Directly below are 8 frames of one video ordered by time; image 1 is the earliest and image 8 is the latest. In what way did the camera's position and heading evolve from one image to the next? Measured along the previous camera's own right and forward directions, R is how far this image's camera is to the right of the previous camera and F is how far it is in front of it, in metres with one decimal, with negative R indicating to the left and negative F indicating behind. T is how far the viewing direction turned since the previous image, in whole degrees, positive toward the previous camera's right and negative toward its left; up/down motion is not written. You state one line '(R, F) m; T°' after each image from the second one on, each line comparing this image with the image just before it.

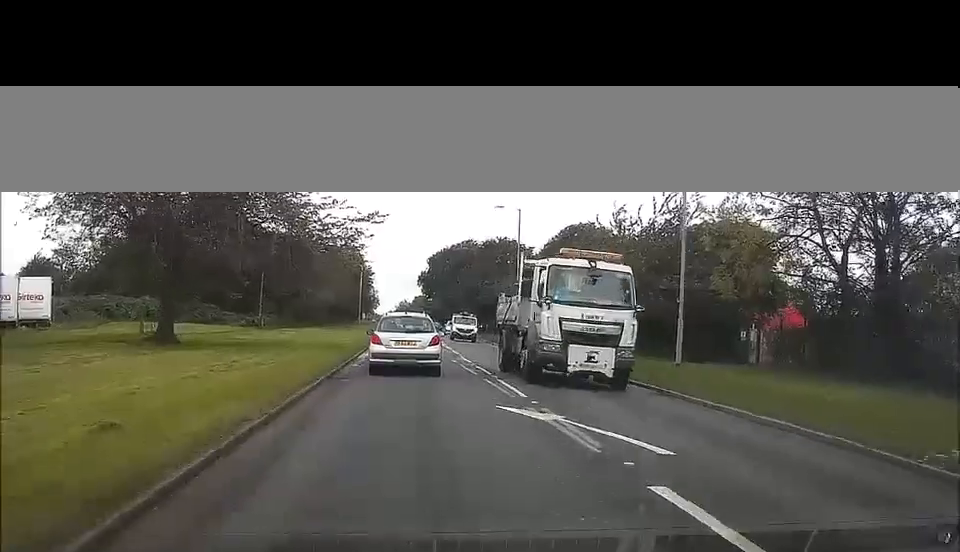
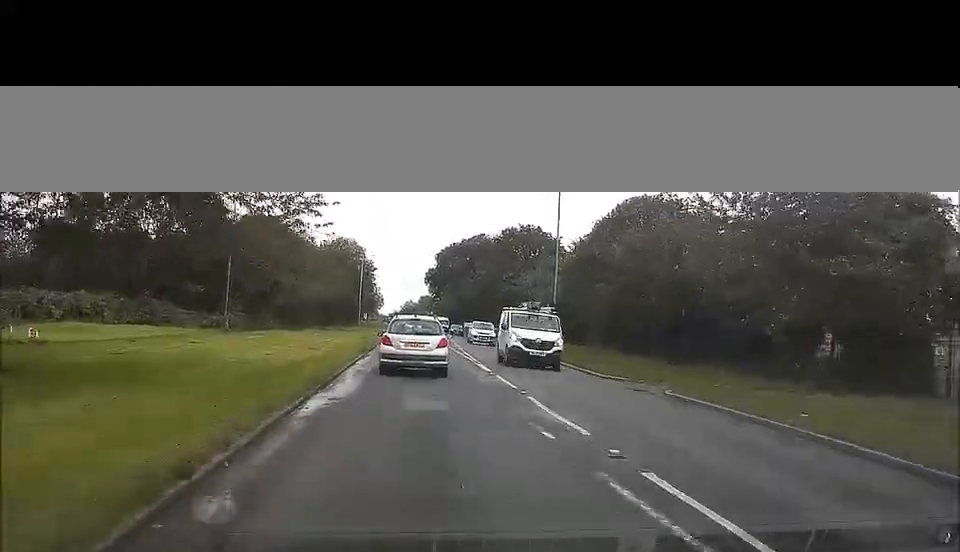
(-0.4, +16.9) m; -2°
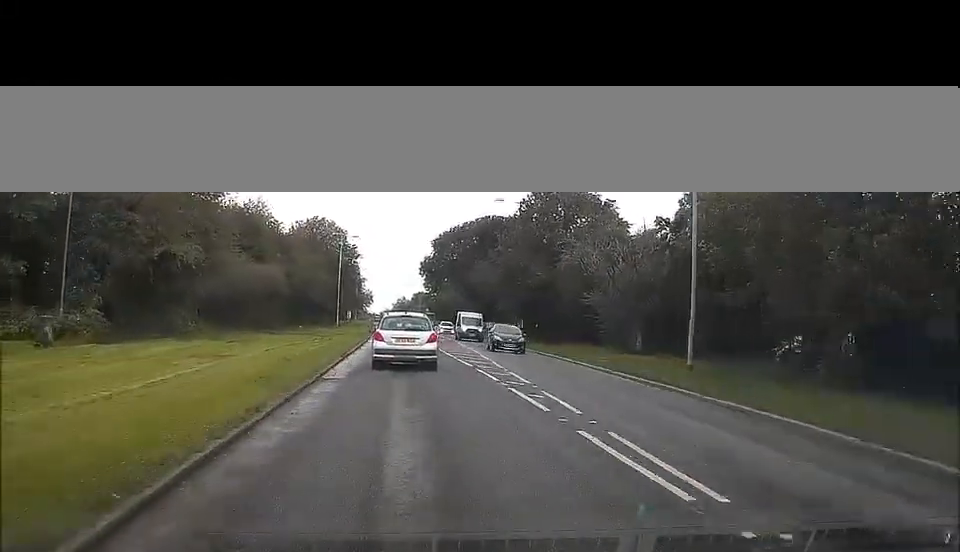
(+0.3, +28.6) m; +1°
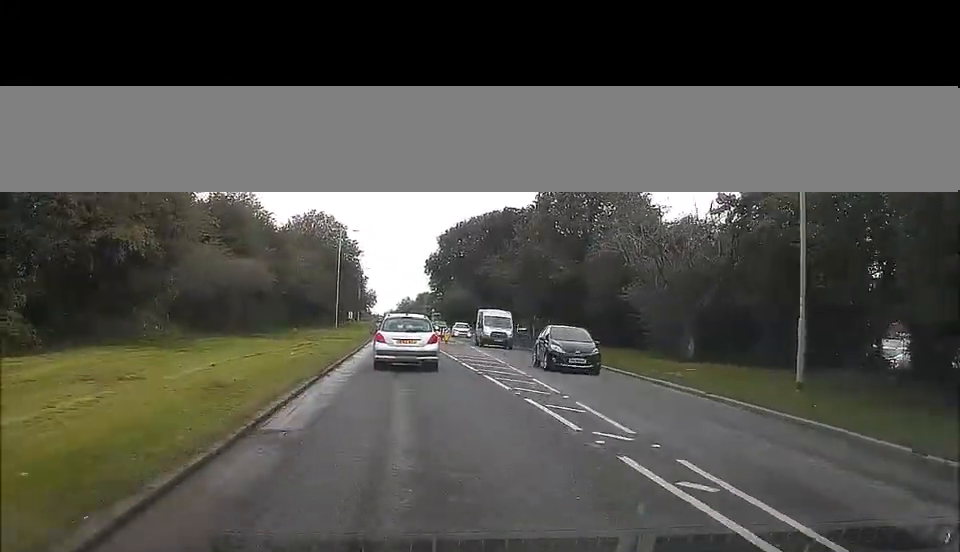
(0.0, +7.9) m; 0°
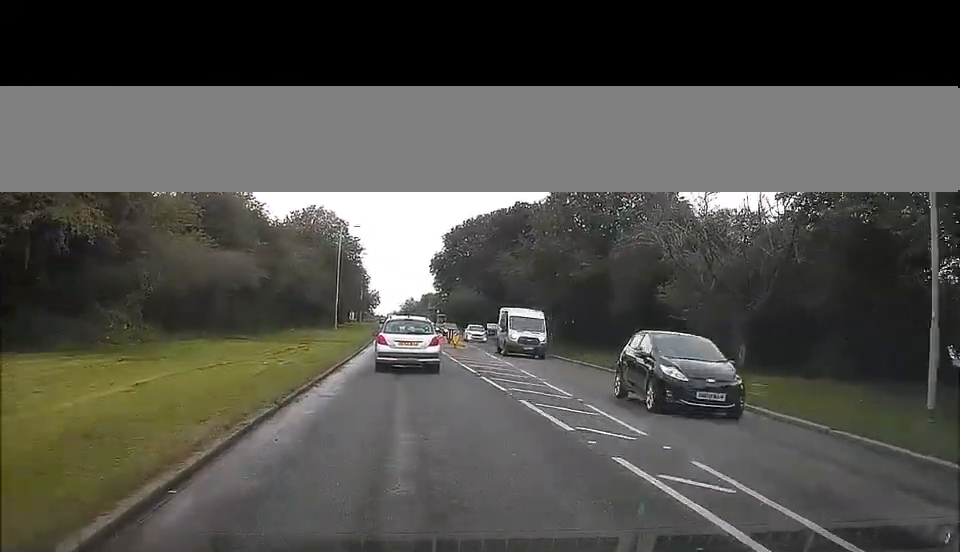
(0.0, +5.6) m; 0°
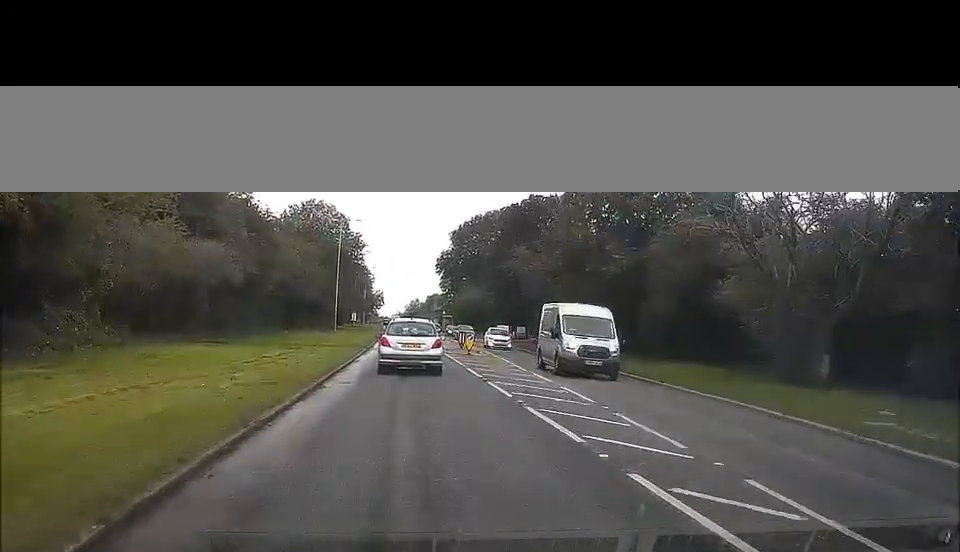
(0.0, +6.7) m; -1°
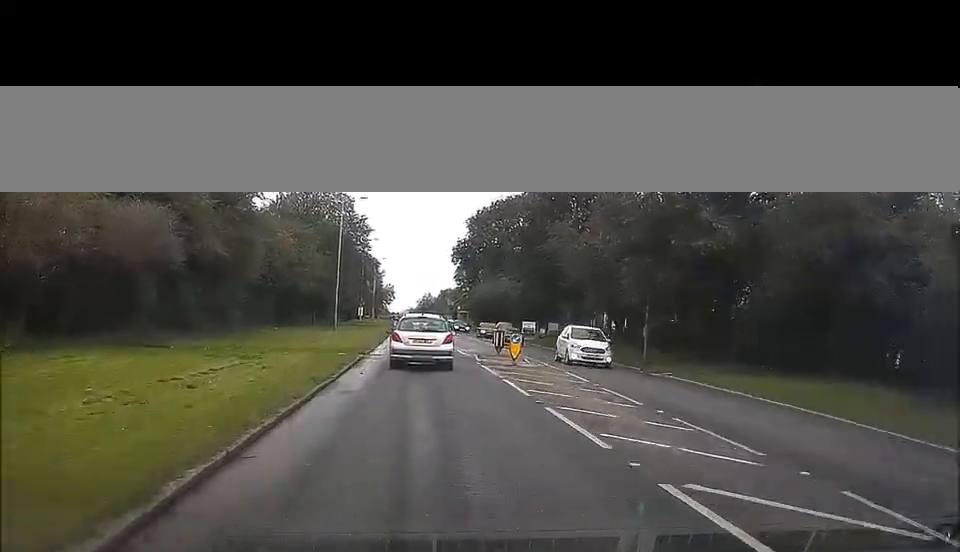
(-0.1, +12.8) m; -1°
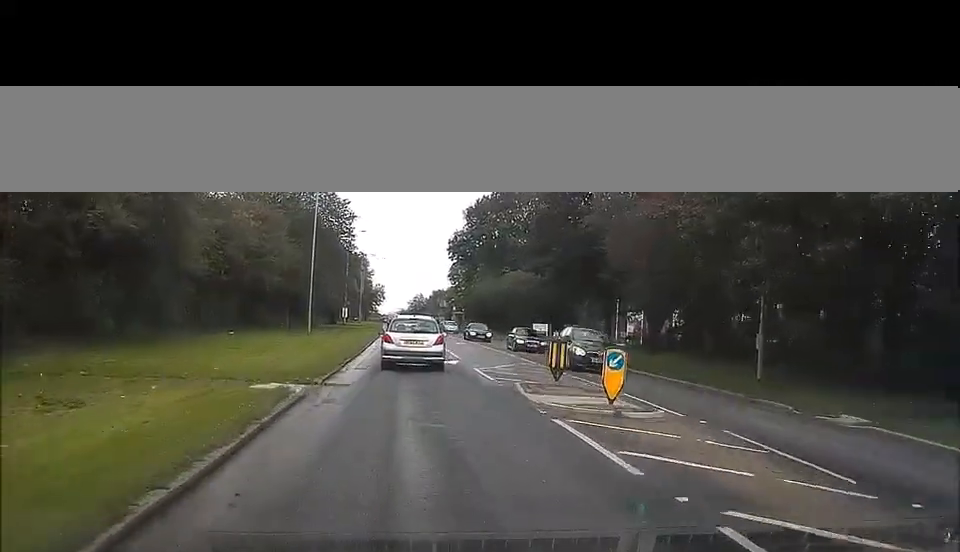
(-0.1, +13.7) m; 0°
